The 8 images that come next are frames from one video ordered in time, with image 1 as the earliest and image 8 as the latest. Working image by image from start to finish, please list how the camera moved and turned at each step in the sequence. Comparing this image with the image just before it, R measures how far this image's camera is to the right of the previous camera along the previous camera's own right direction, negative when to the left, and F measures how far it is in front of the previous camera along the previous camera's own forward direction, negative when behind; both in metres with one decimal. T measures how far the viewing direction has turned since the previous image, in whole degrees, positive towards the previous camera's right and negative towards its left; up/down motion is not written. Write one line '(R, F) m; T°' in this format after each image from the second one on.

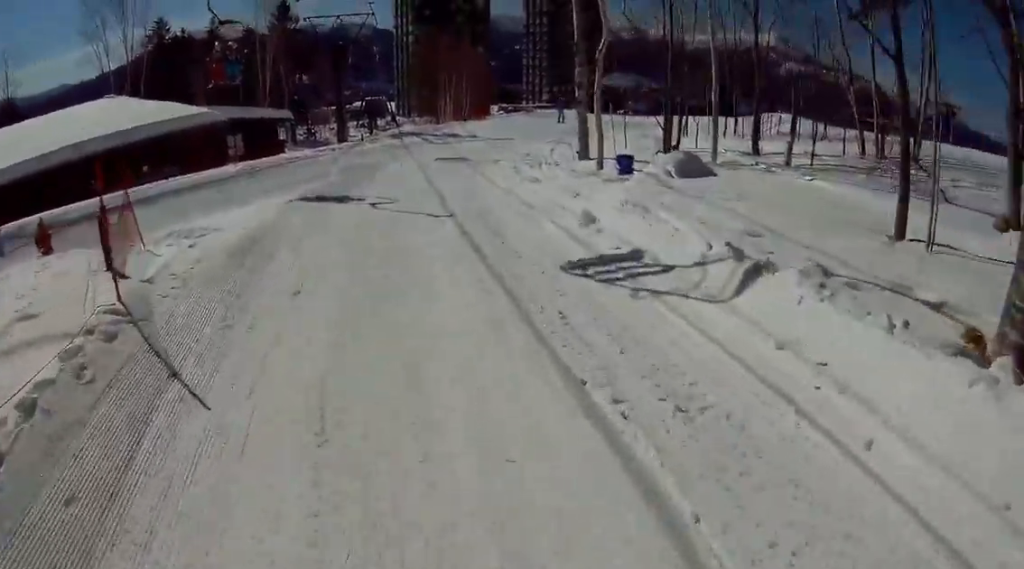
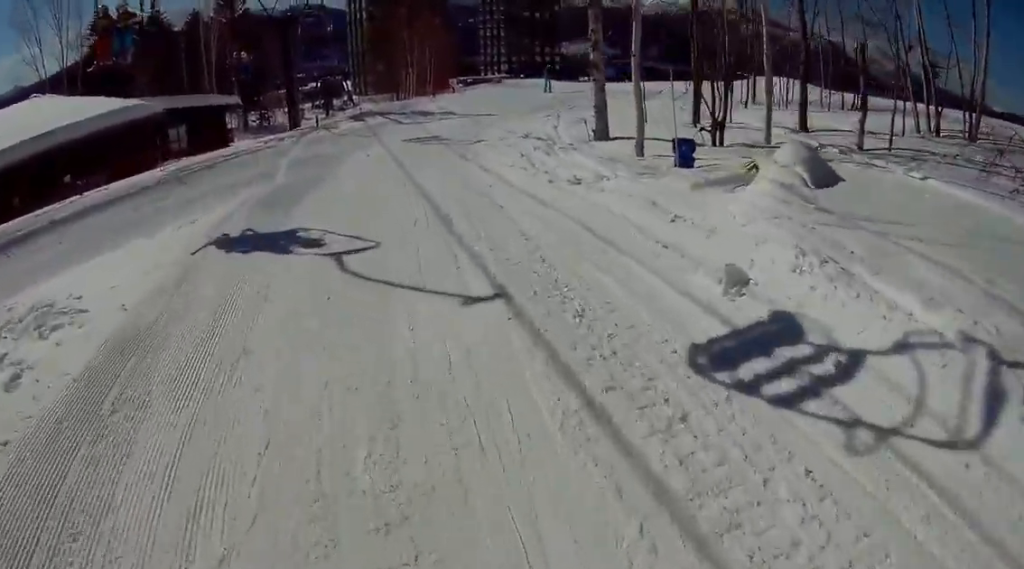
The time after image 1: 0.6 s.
(0.0, +3.9) m; -1°
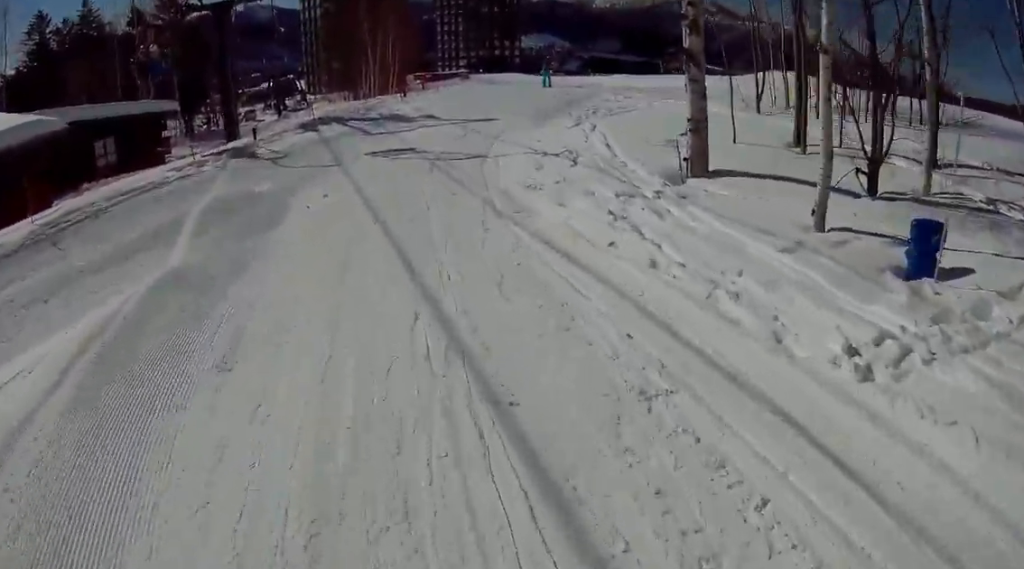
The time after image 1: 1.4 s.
(-0.6, +5.7) m; +1°
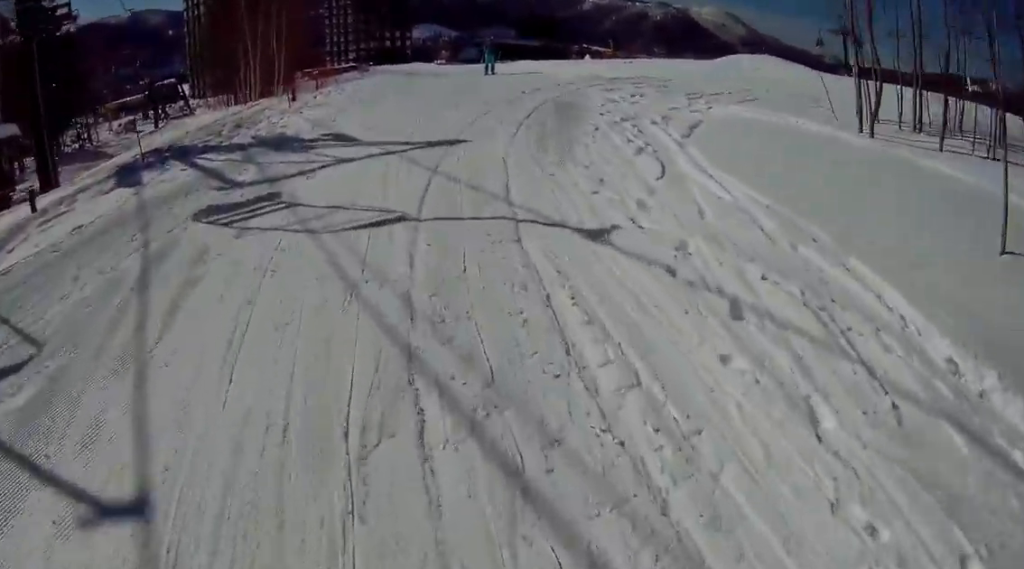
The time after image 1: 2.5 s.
(+1.2, +7.7) m; +22°
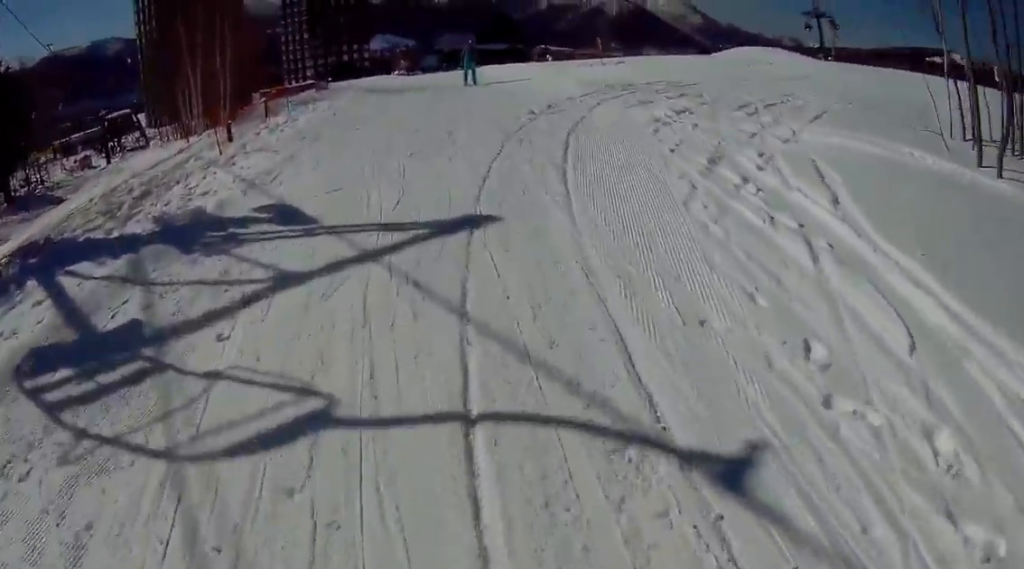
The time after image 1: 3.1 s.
(+1.1, +3.8) m; +7°
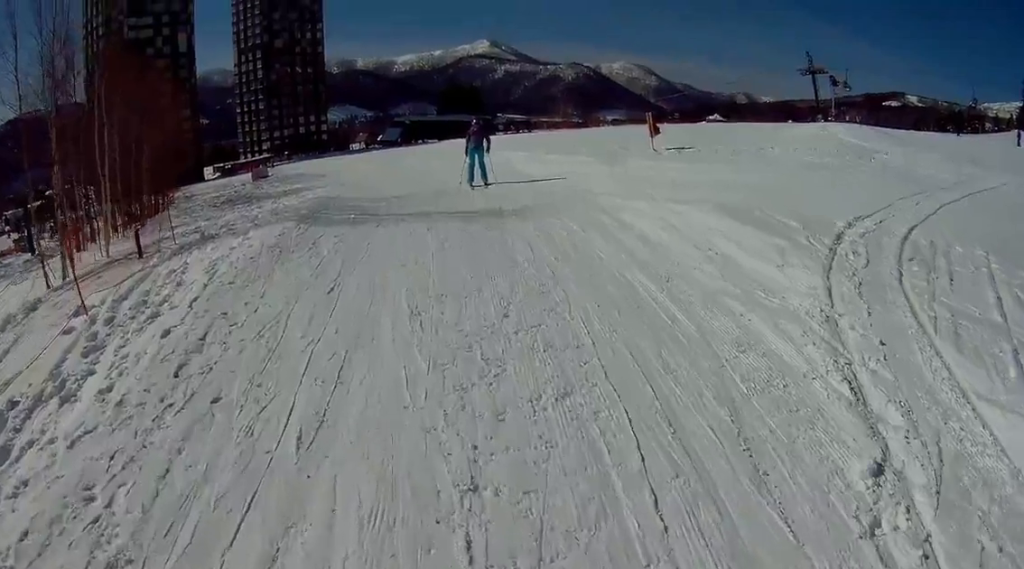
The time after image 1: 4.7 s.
(+0.3, +9.9) m; +6°
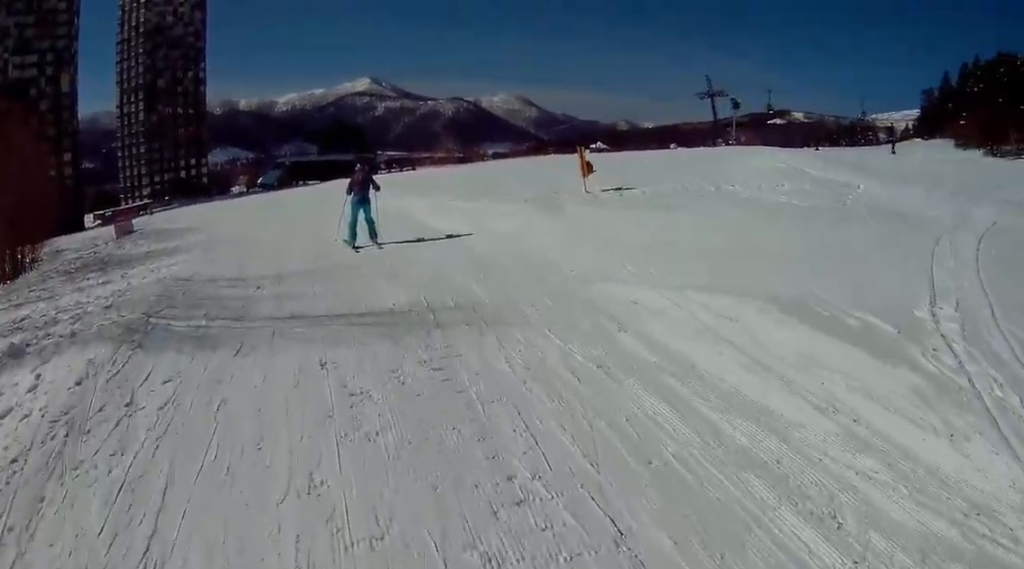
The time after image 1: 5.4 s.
(+0.5, +4.0) m; +2°
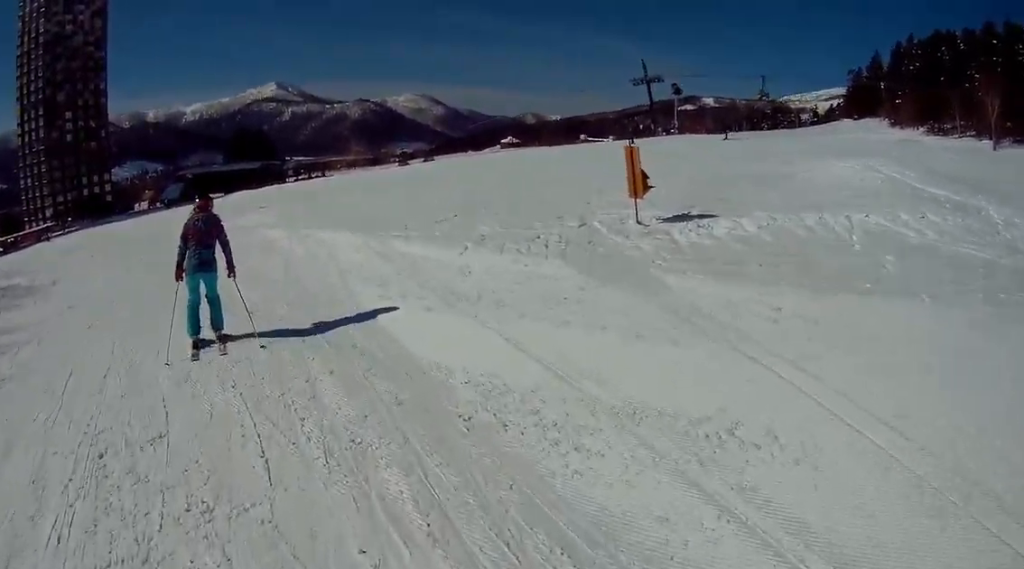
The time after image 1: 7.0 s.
(-0.1, +7.2) m; +11°
